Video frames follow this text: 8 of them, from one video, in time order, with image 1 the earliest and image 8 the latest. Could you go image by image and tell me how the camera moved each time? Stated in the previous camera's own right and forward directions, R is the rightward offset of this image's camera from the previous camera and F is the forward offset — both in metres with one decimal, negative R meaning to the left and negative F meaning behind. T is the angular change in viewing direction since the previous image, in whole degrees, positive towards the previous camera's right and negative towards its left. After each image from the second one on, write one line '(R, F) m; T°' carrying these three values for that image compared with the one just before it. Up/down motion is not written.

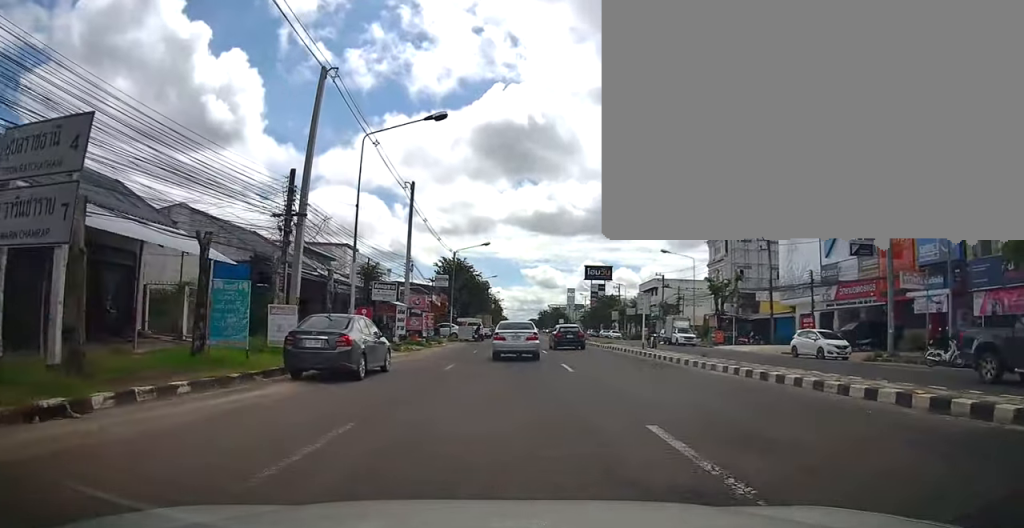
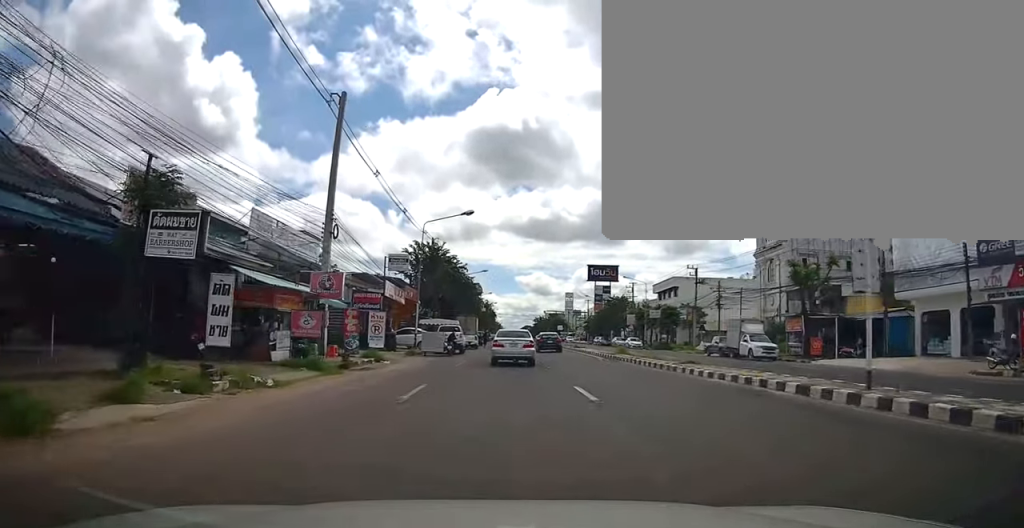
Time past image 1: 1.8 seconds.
(+1.2, +17.3) m; +5°
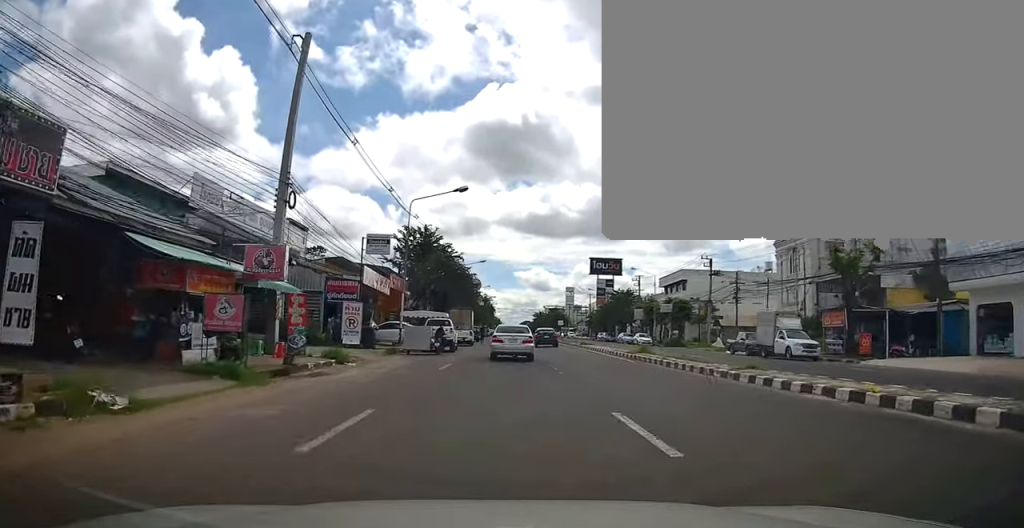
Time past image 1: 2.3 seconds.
(+0.2, +5.0) m; -1°
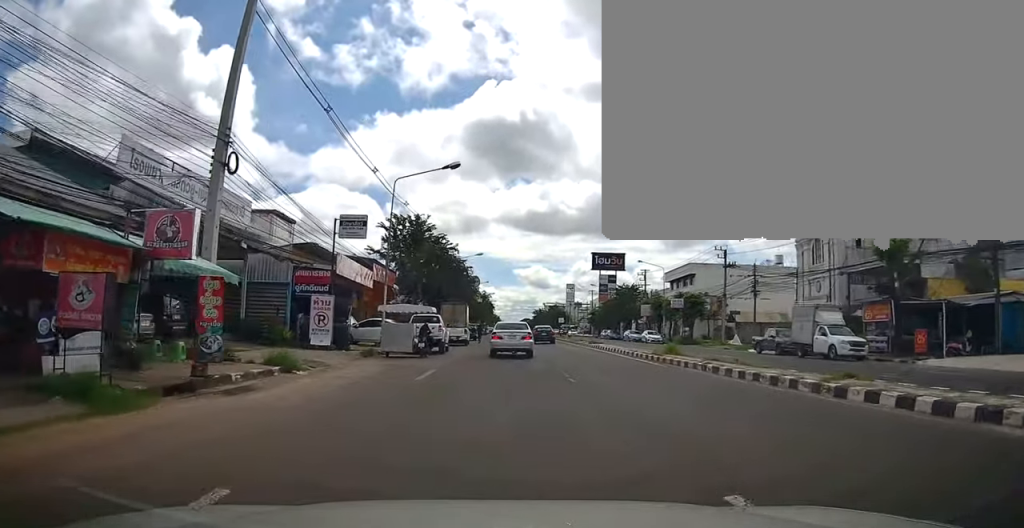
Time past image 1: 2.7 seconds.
(-0.2, +4.5) m; 0°
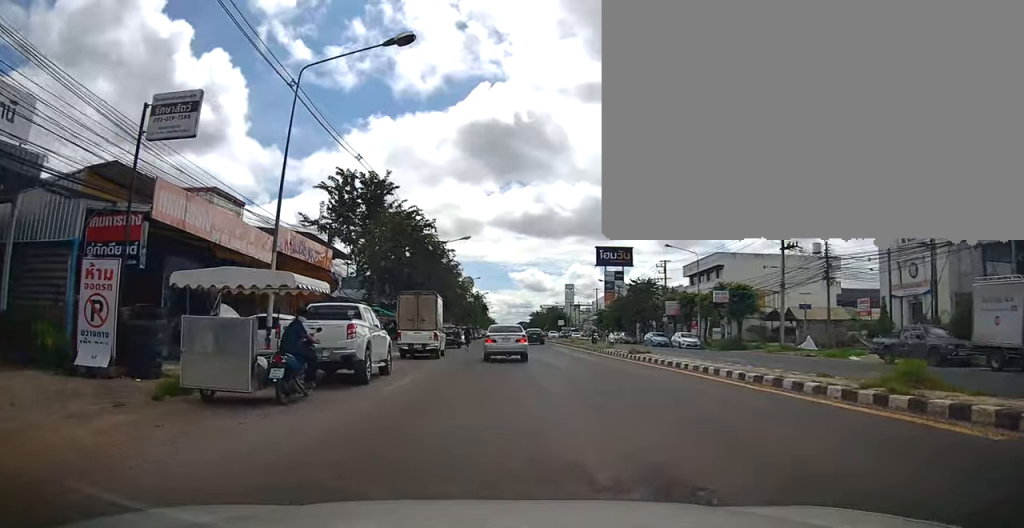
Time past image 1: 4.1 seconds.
(+0.1, +13.8) m; 0°
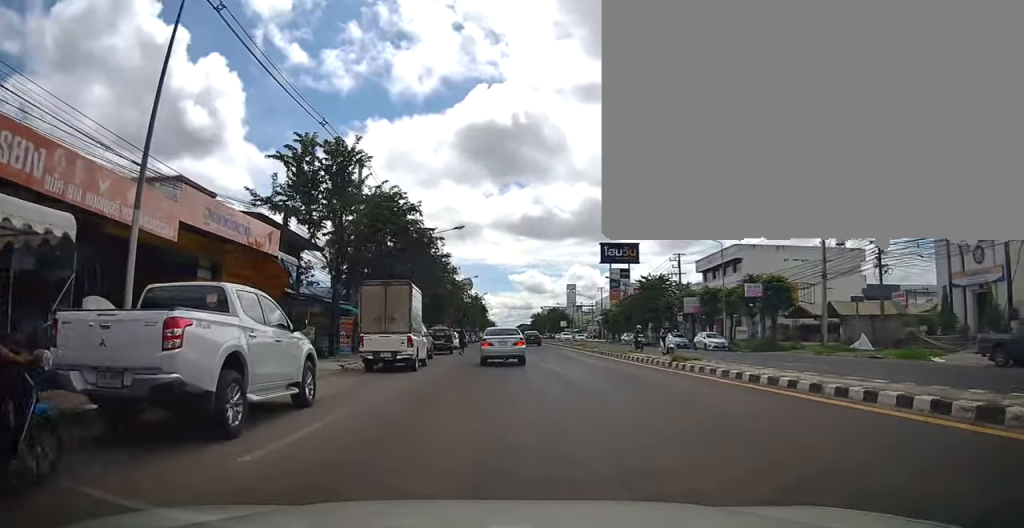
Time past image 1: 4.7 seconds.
(-0.1, +6.4) m; 0°
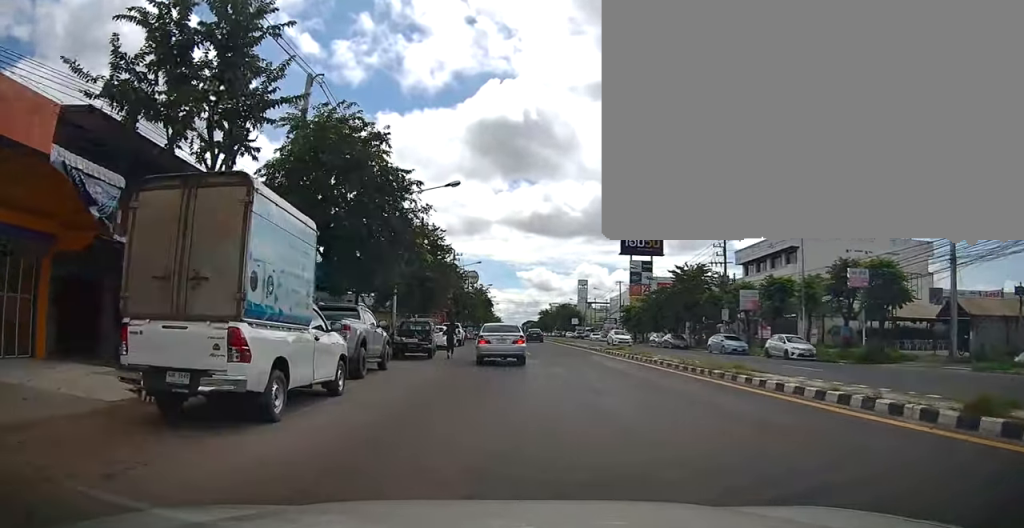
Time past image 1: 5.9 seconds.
(0.0, +12.2) m; 0°
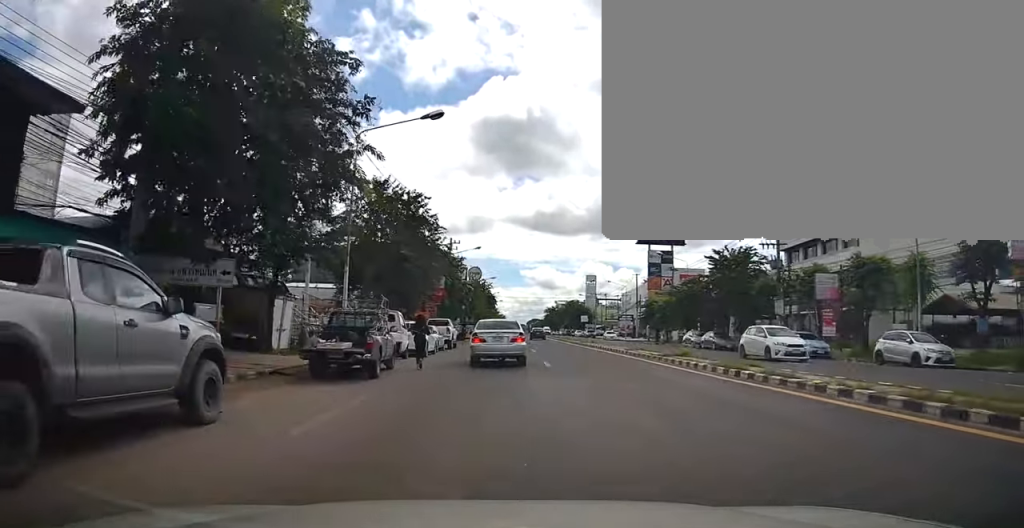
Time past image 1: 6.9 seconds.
(-0.2, +10.7) m; -2°
